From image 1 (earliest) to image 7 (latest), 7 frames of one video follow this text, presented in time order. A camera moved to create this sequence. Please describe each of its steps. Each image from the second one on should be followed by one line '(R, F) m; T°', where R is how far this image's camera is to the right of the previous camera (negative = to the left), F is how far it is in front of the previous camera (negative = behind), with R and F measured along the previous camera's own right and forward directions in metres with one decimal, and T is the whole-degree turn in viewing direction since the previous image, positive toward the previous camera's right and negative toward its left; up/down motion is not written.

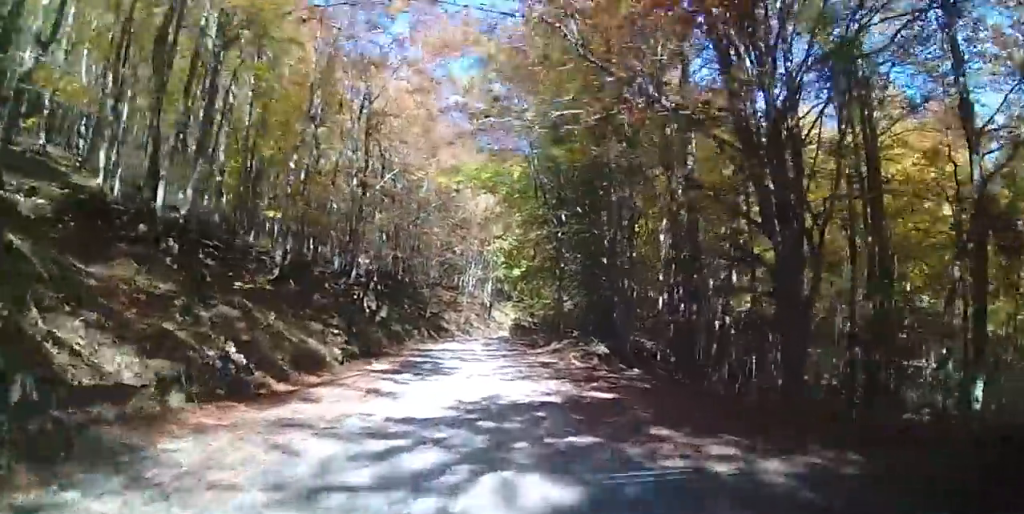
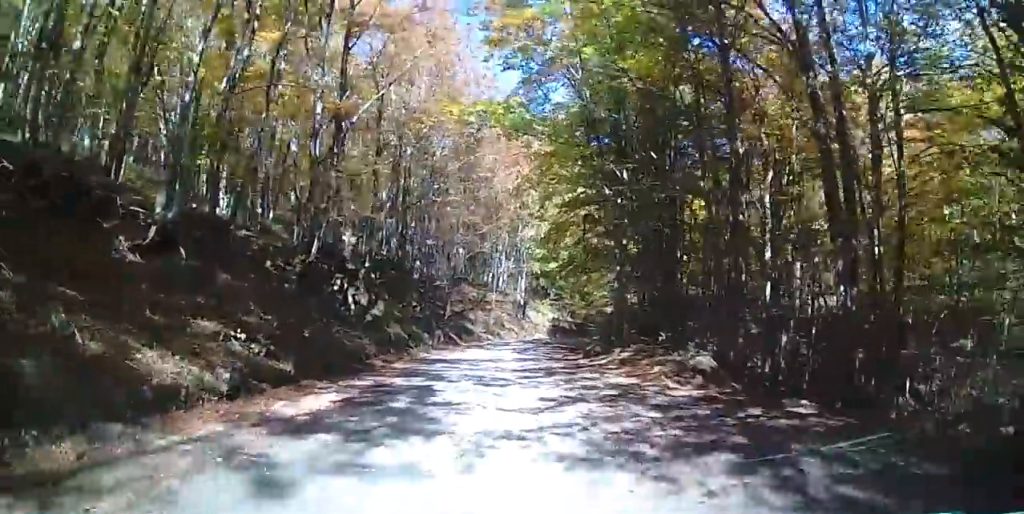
(+0.4, +10.2) m; +1°
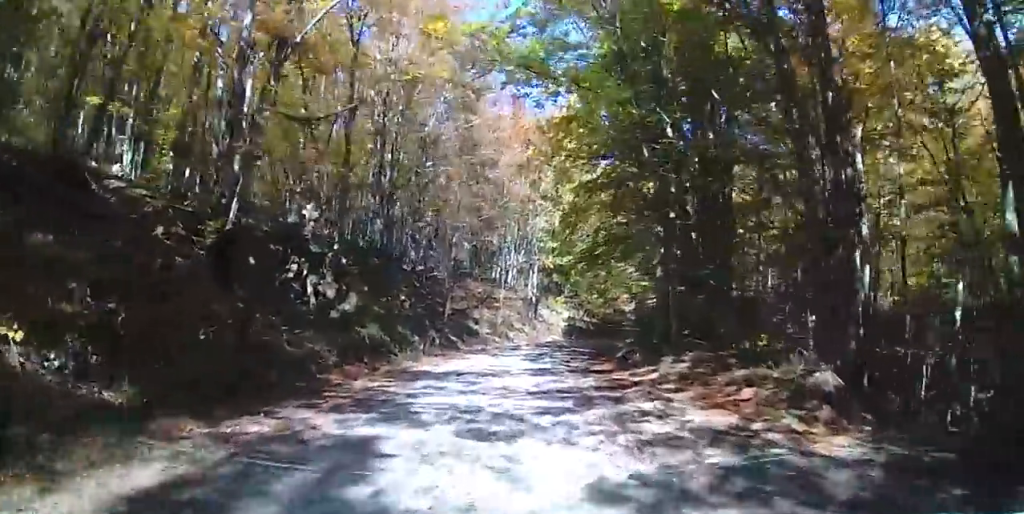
(-0.1, +6.2) m; -2°
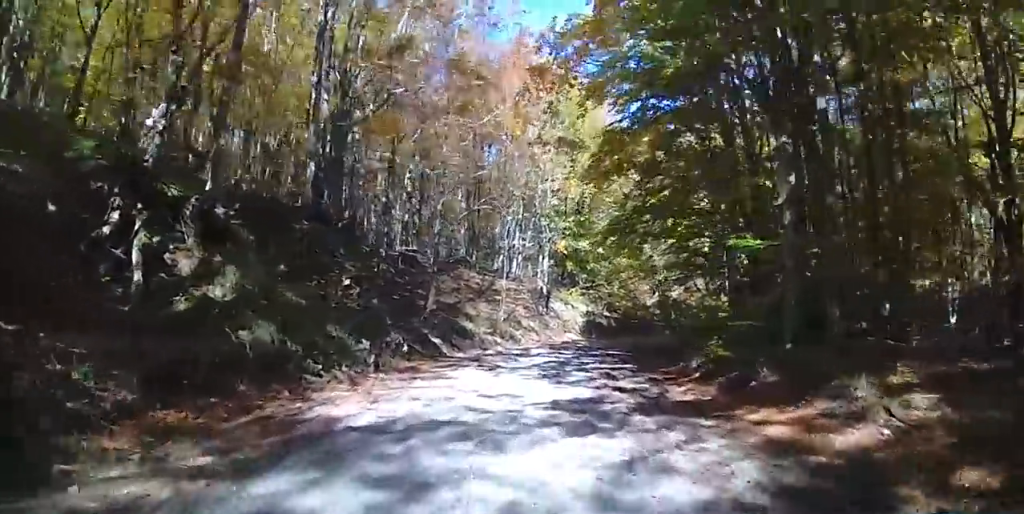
(-0.4, +9.3) m; -4°
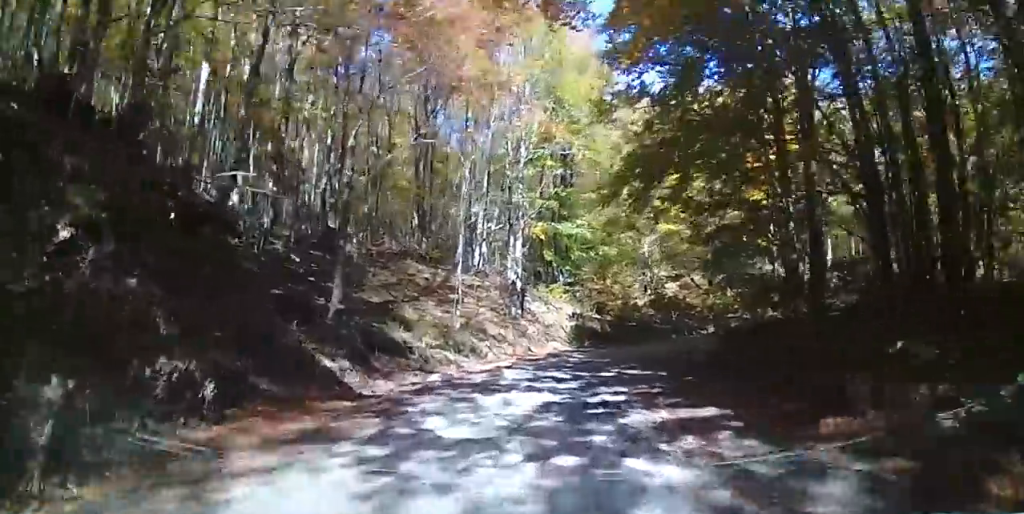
(-0.3, +10.0) m; -1°
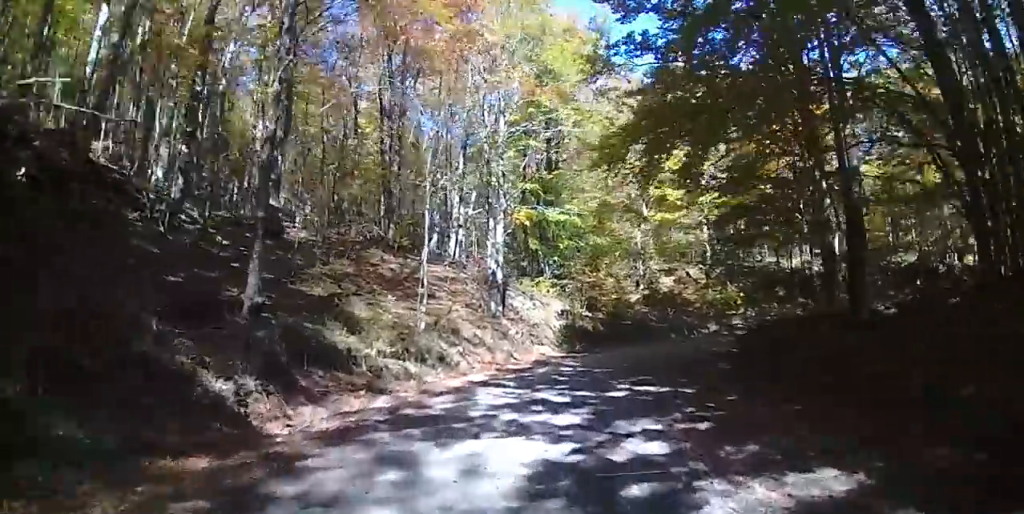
(0.0, +4.1) m; +1°
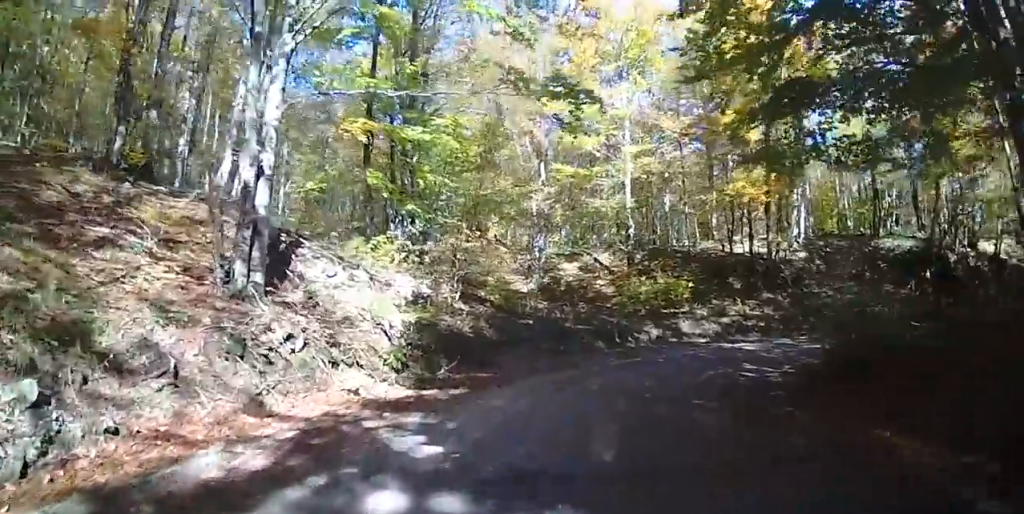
(+0.1, +12.3) m; +3°
